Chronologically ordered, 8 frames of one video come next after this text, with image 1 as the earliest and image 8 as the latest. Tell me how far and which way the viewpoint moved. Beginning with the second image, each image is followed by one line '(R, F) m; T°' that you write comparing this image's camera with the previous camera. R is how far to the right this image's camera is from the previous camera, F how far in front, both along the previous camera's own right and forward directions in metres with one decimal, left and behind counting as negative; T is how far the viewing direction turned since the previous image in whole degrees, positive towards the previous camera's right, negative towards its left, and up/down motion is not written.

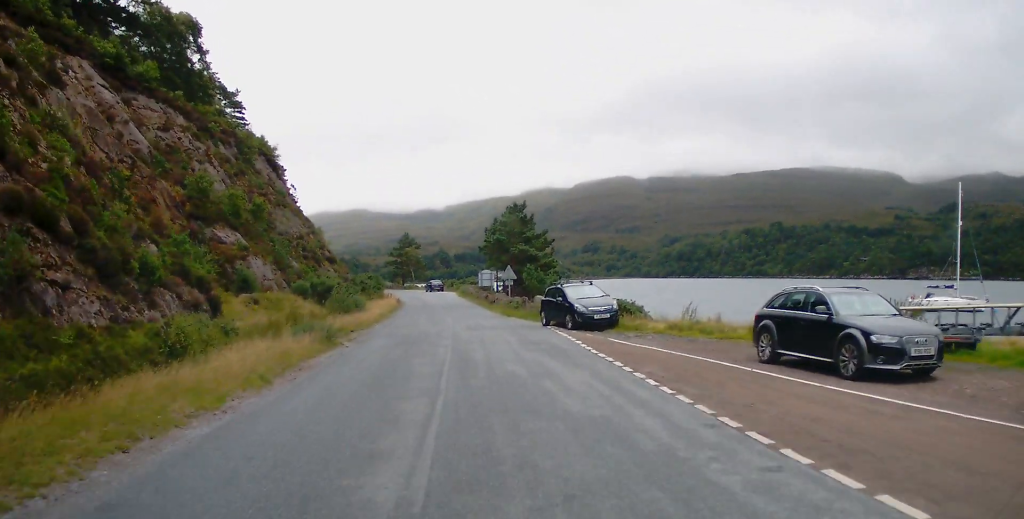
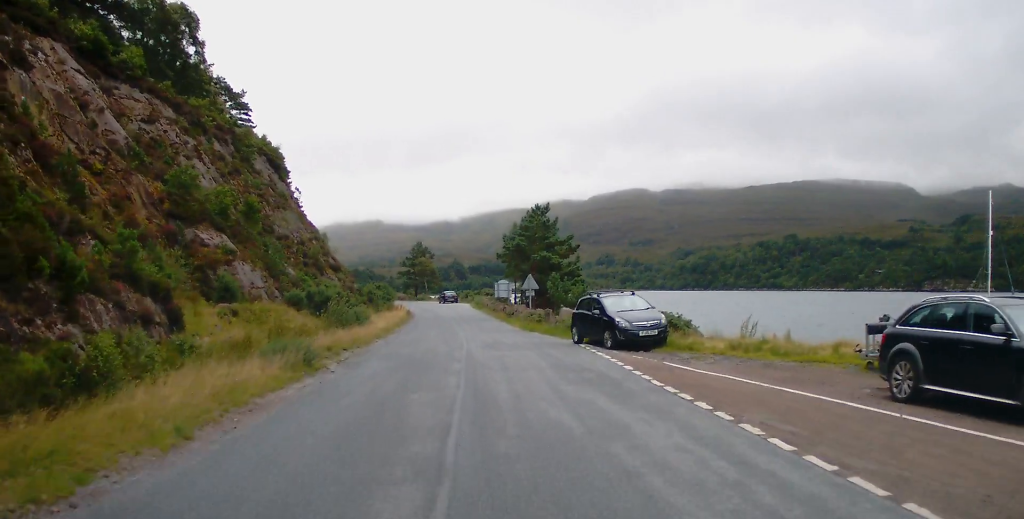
(-0.1, +4.8) m; -1°
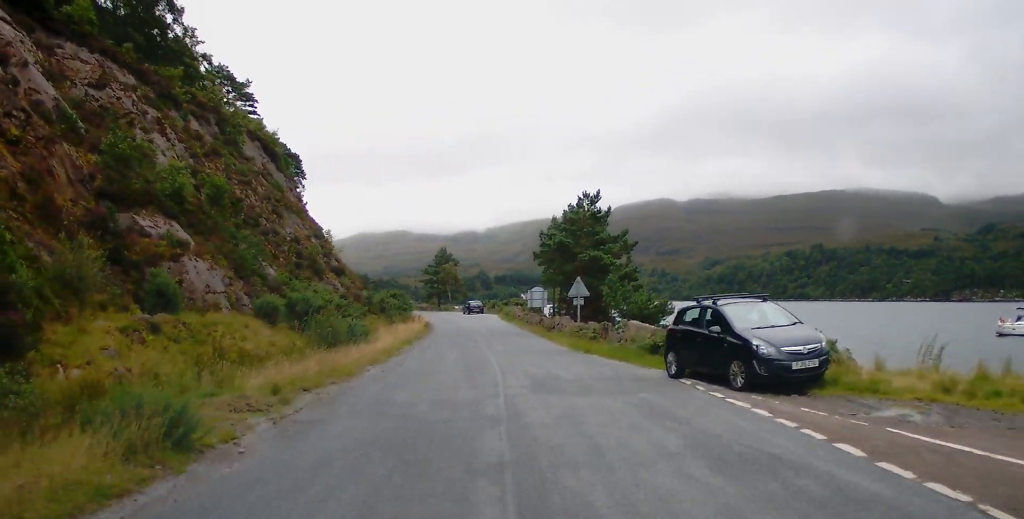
(-0.1, +8.9) m; 0°
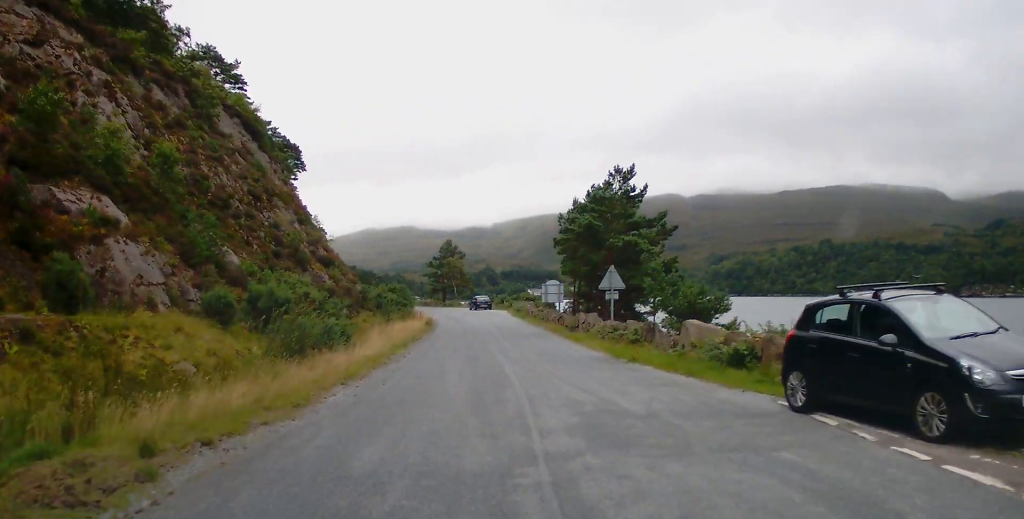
(0.0, +5.8) m; 0°
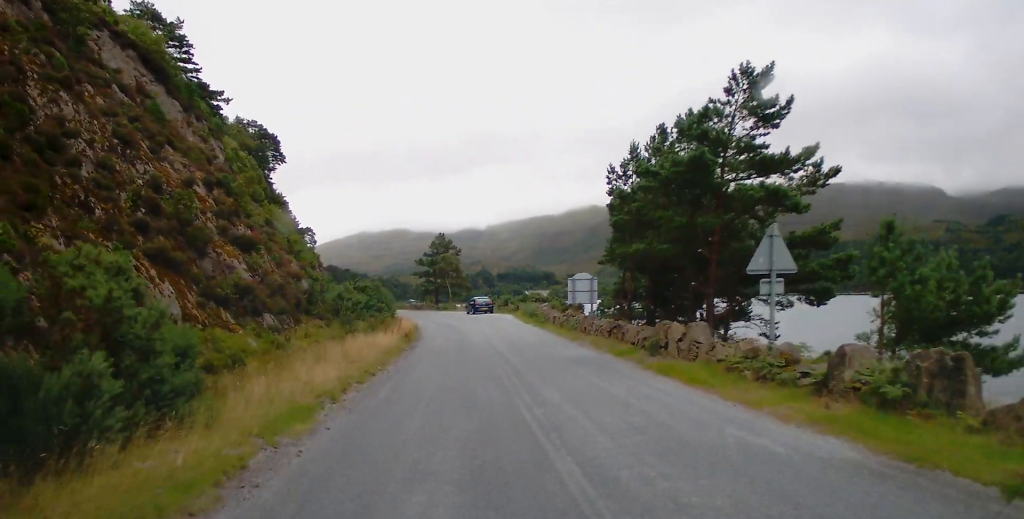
(0.0, +13.8) m; 0°
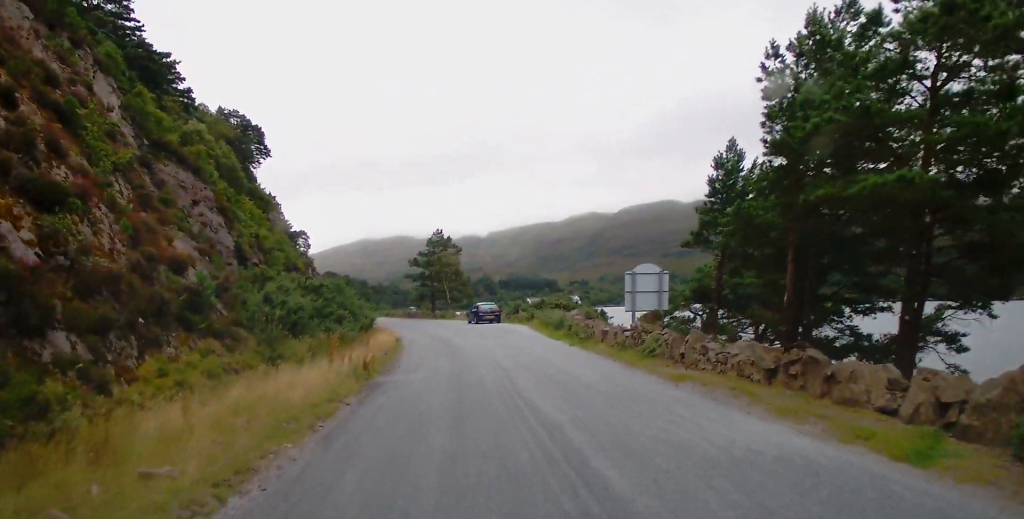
(-0.1, +12.5) m; -2°
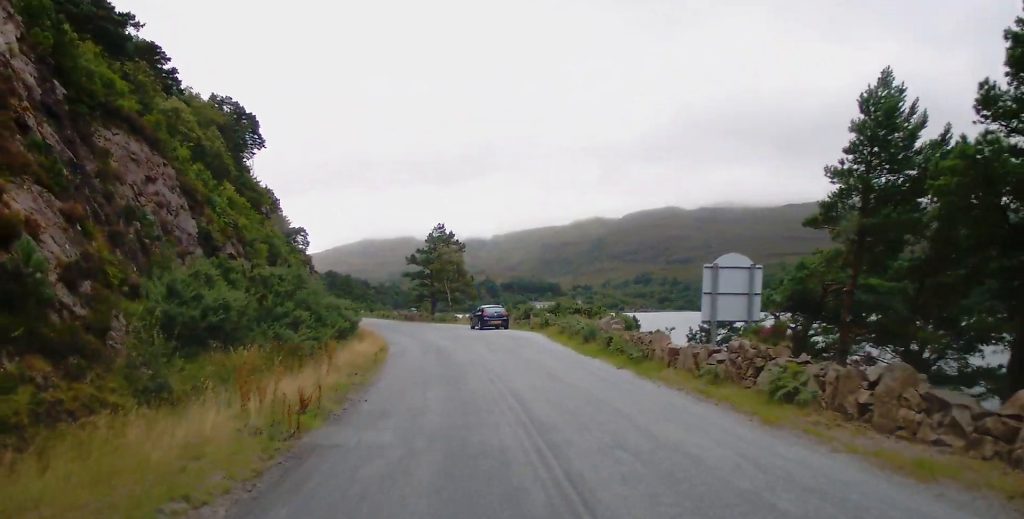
(-0.1, +7.3) m; -1°
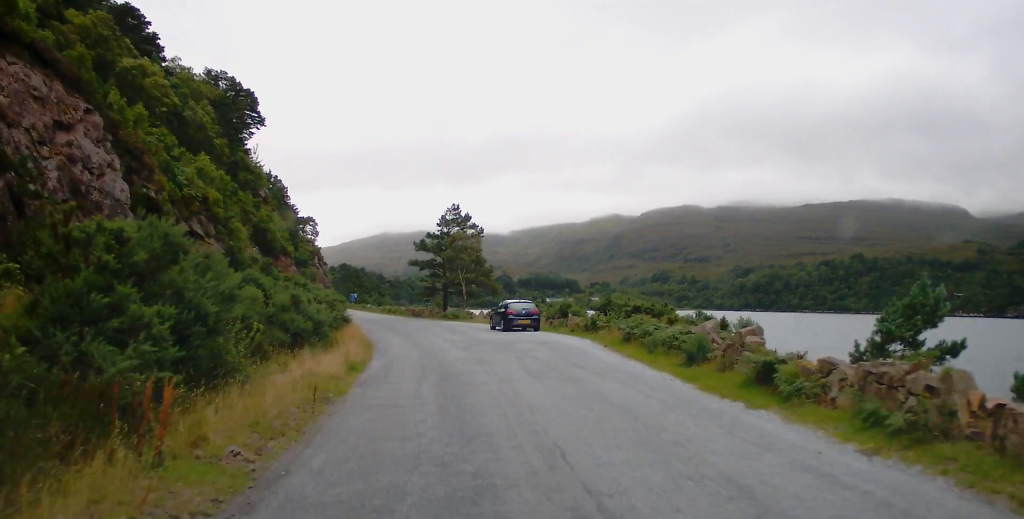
(0.0, +10.5) m; 0°
